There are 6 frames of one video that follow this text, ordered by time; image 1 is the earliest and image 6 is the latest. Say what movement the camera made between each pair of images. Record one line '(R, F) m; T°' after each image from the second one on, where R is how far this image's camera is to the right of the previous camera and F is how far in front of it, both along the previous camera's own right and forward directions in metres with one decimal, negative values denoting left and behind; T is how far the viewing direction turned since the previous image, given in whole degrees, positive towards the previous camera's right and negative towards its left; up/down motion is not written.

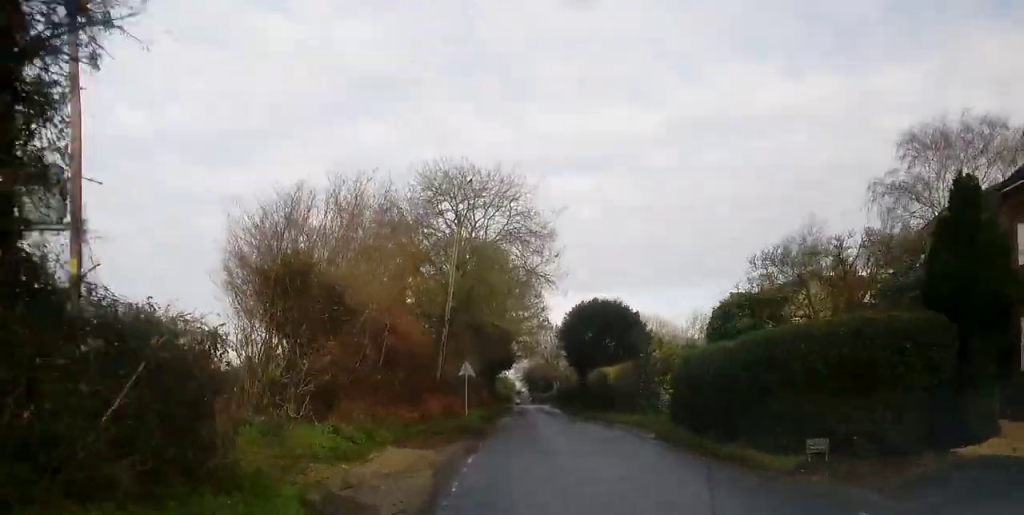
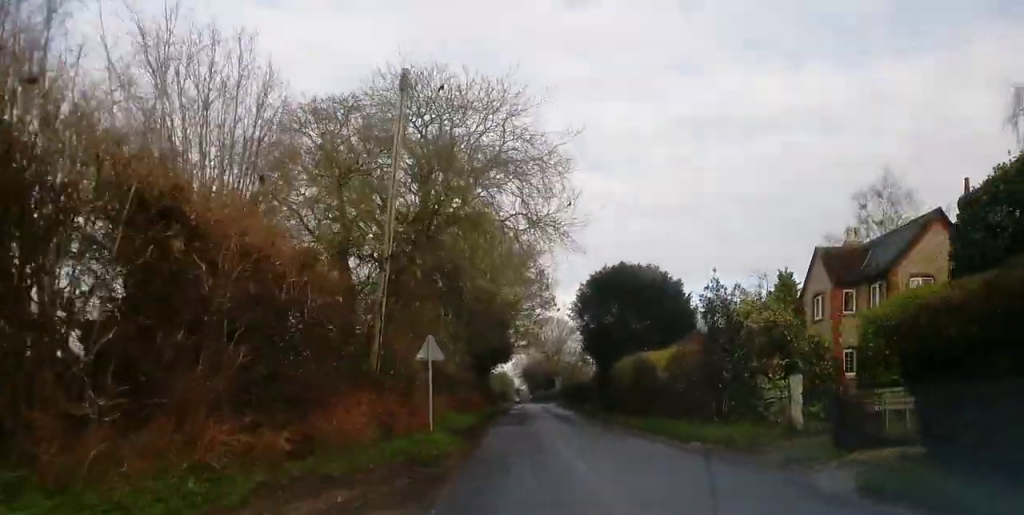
(0.0, +13.6) m; 0°
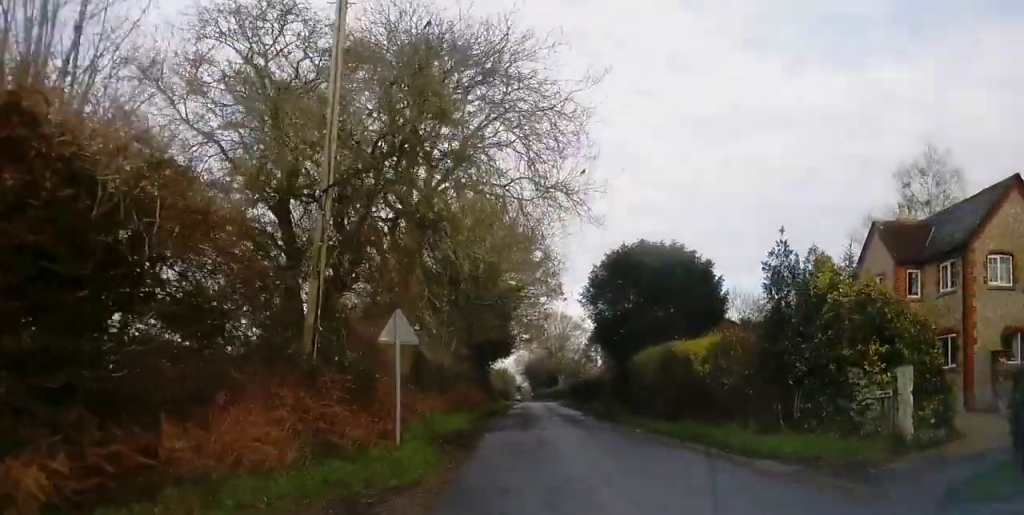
(0.0, +5.4) m; 0°
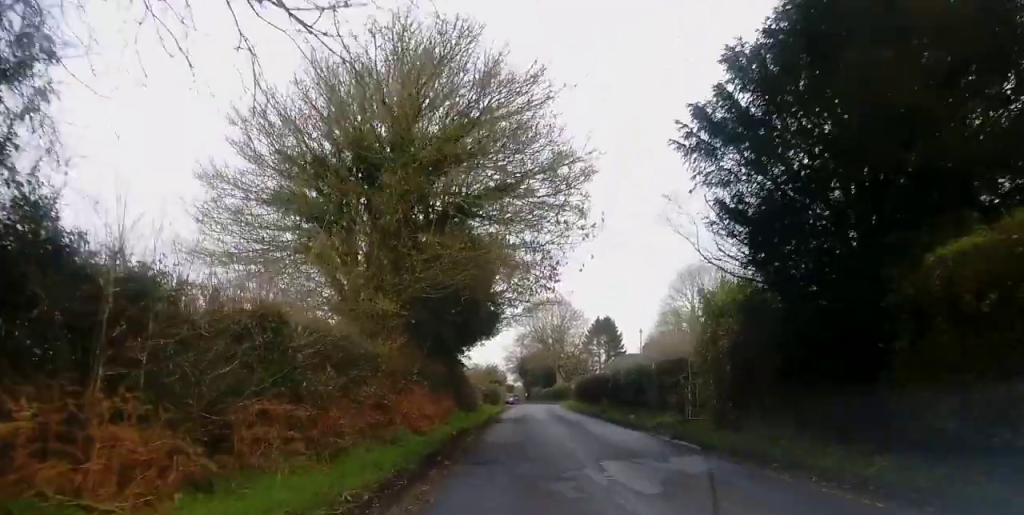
(0.0, +23.2) m; 0°
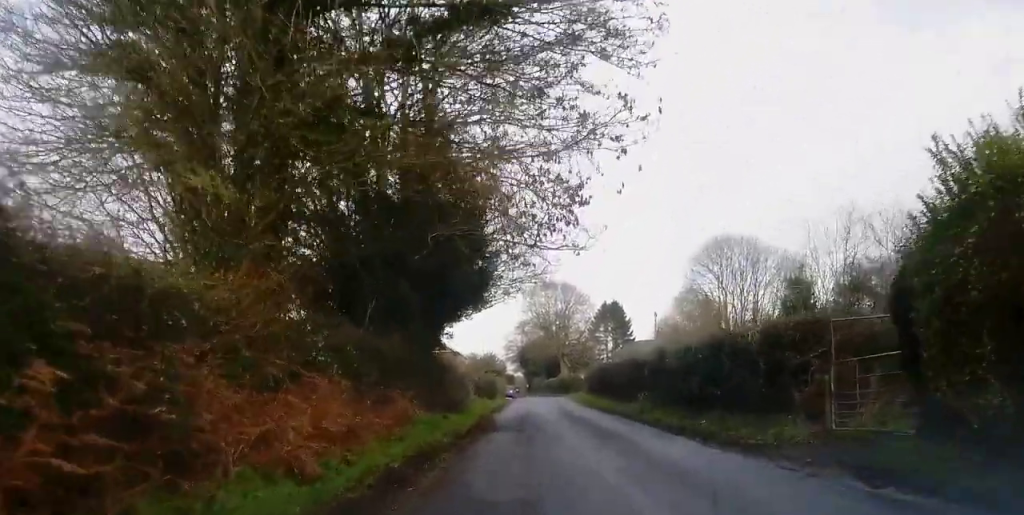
(0.0, +11.3) m; 0°
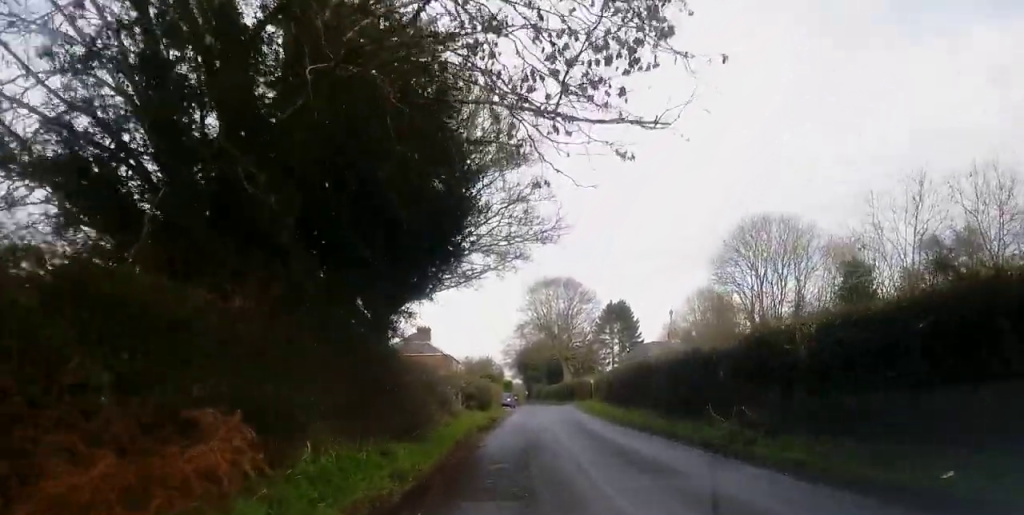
(0.0, +10.8) m; 0°
